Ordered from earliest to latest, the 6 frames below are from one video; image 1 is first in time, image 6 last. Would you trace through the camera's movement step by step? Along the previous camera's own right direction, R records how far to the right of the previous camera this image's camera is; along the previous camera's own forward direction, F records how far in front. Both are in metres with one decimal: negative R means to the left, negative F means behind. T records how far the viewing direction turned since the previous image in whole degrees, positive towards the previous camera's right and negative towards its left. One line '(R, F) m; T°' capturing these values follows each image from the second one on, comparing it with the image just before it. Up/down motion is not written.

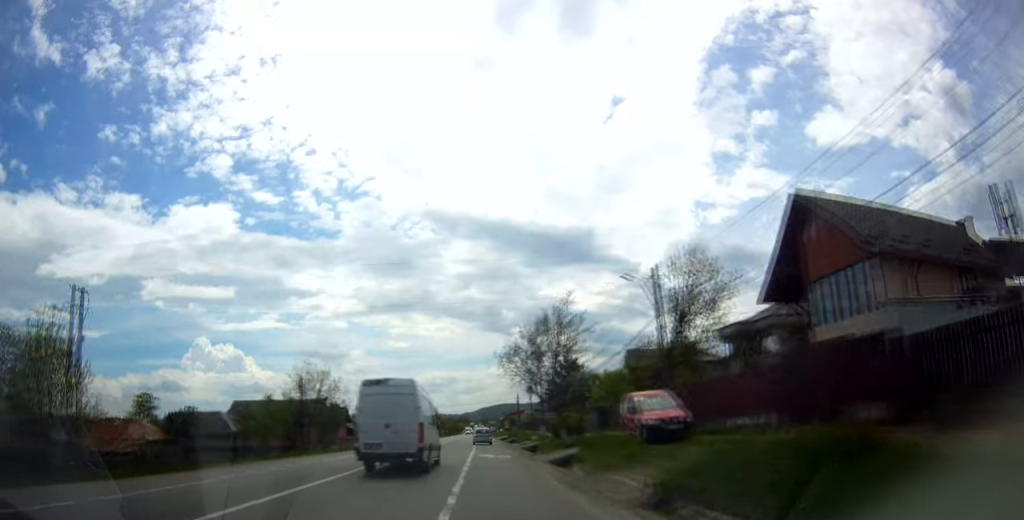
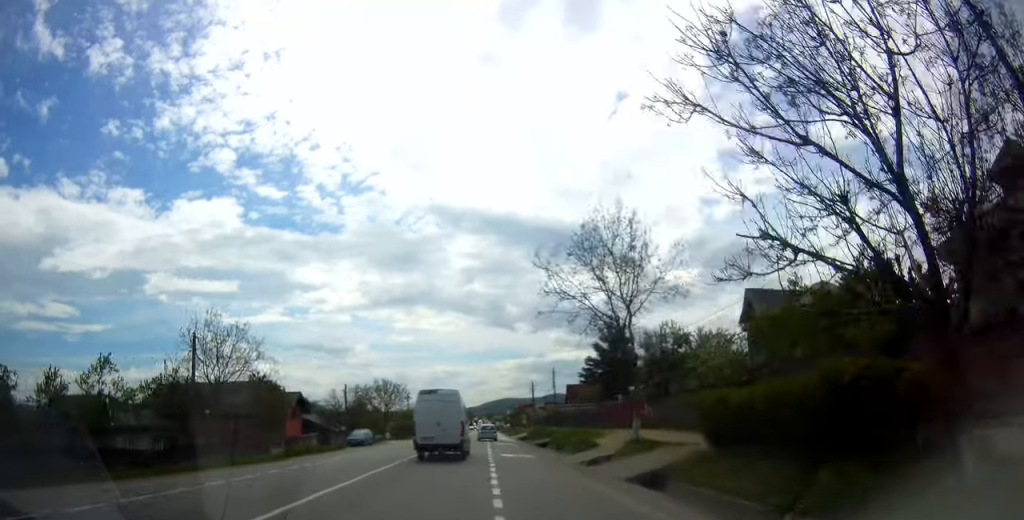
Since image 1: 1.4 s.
(-0.1, +24.5) m; -1°
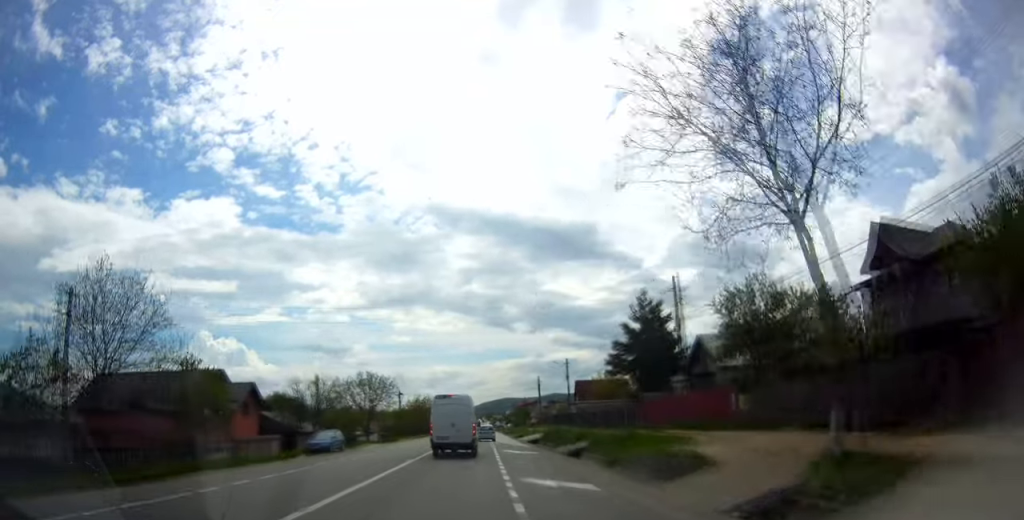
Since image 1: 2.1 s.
(-0.1, +12.6) m; -1°
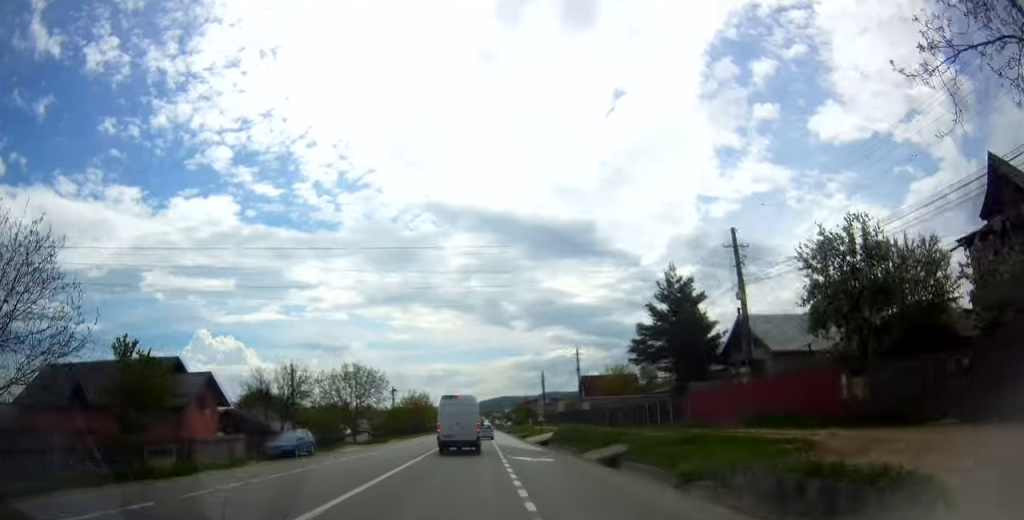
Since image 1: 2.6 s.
(0.0, +7.7) m; 0°
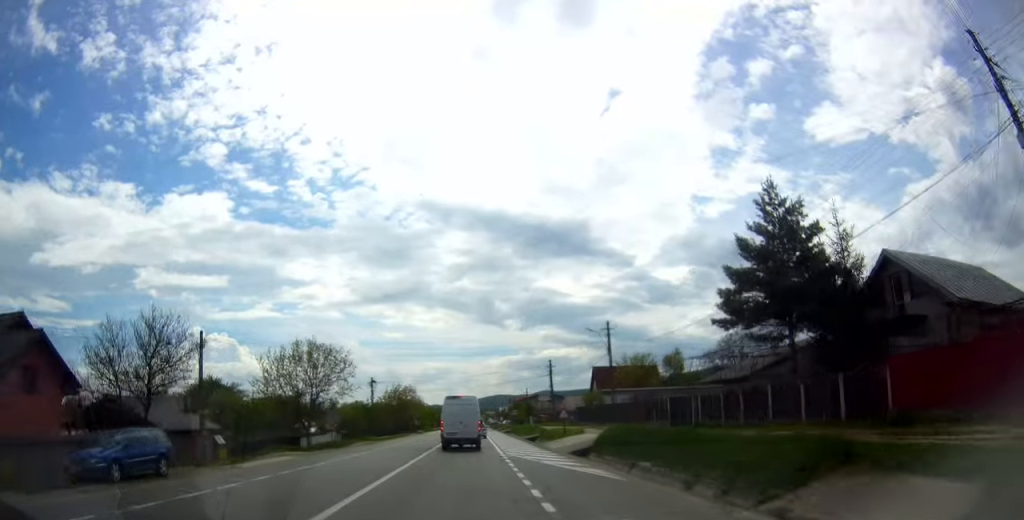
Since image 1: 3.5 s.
(-0.1, +16.8) m; +1°
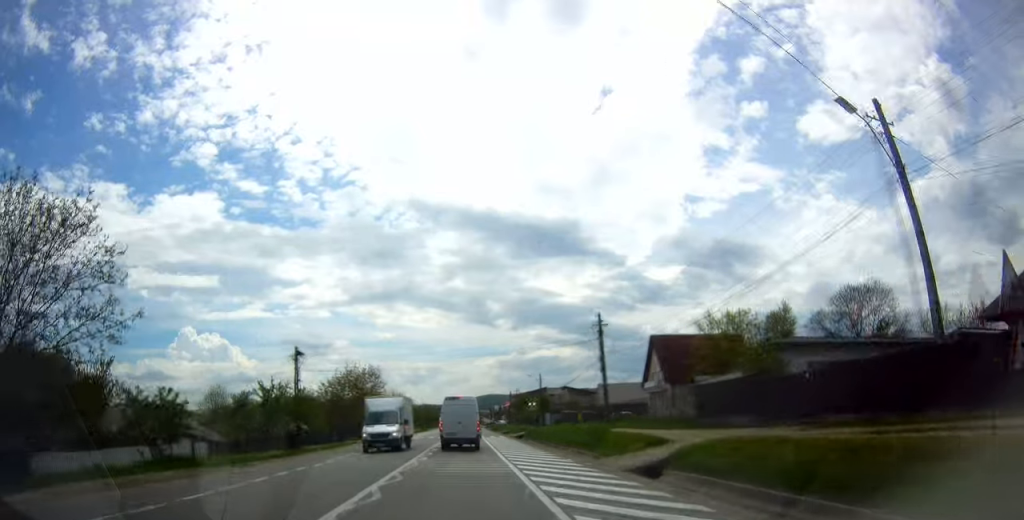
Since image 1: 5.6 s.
(+1.2, +36.2) m; +3°
